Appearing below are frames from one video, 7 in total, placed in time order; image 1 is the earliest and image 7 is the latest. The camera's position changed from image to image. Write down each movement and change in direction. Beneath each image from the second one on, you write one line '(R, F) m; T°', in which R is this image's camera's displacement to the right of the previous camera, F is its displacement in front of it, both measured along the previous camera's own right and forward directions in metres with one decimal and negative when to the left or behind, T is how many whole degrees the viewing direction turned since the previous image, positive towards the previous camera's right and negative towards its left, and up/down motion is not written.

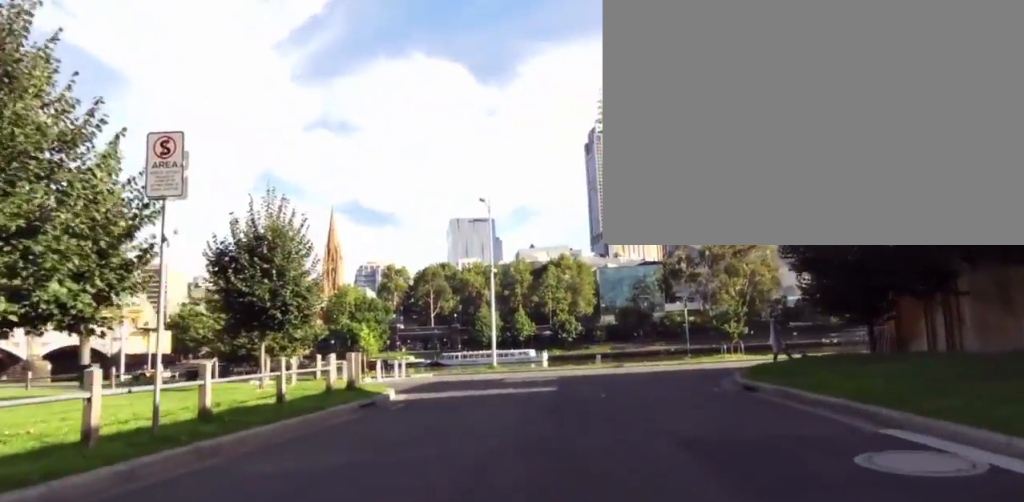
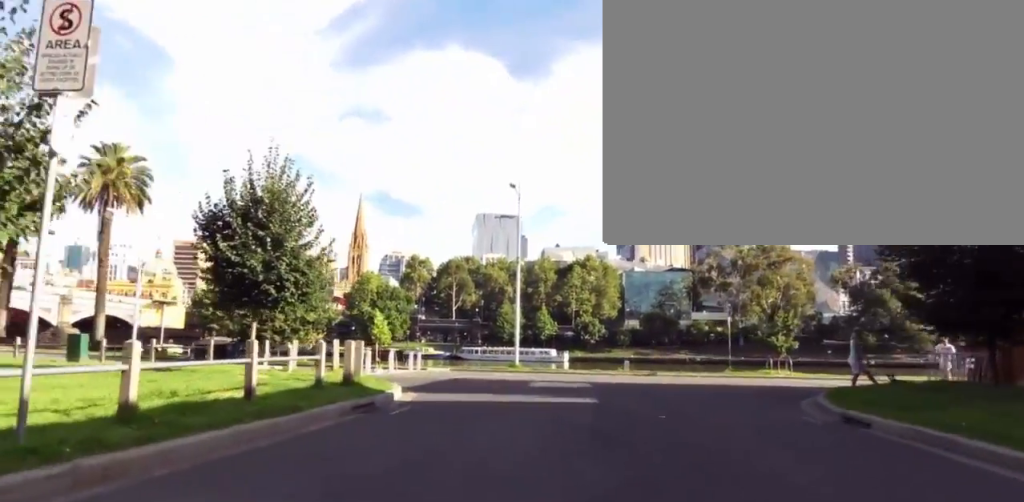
(0.0, +2.8) m; +4°
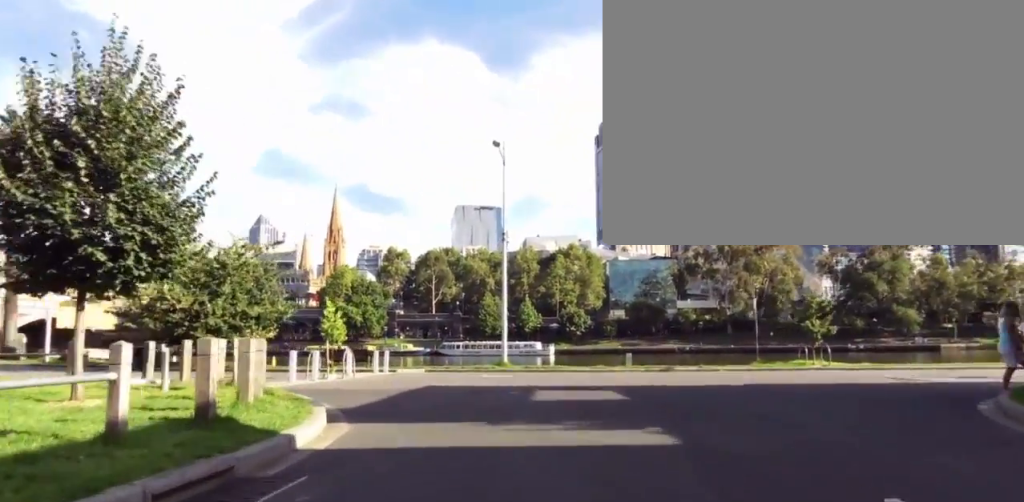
(+0.2, +5.6) m; +2°
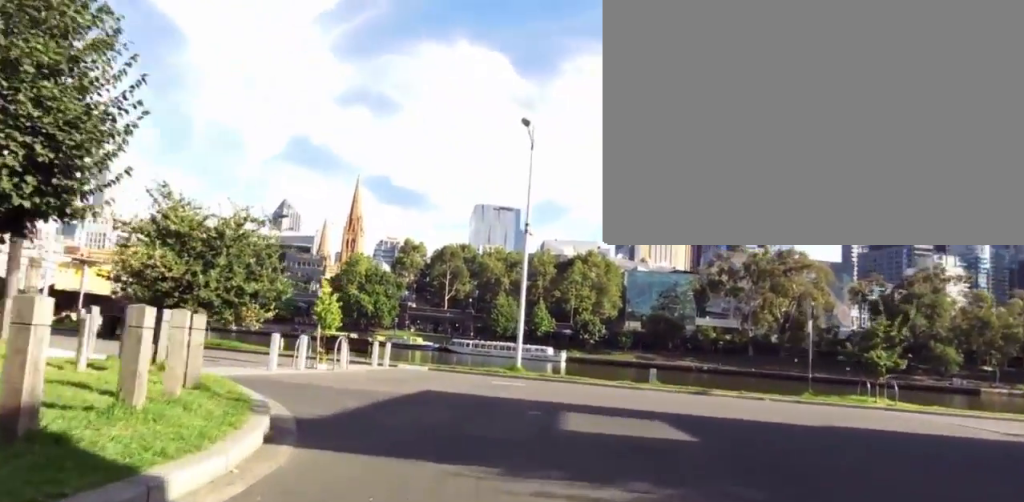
(+0.8, +2.7) m; -8°
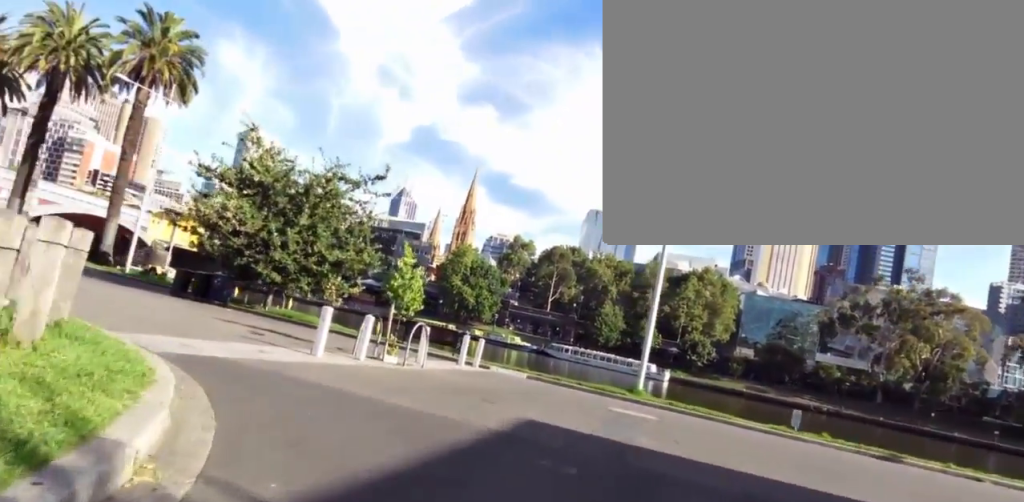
(-1.1, +3.9) m; -19°
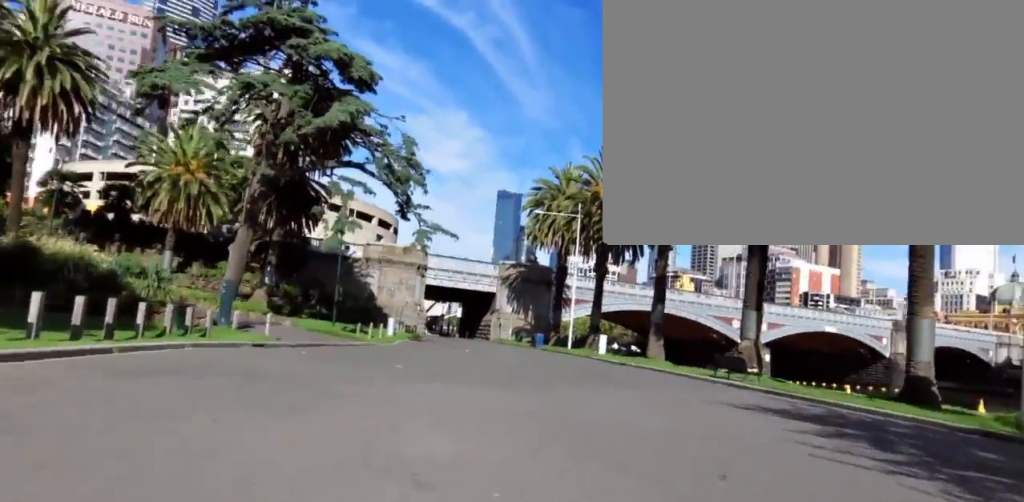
(-8.3, +18.4) m; -32°
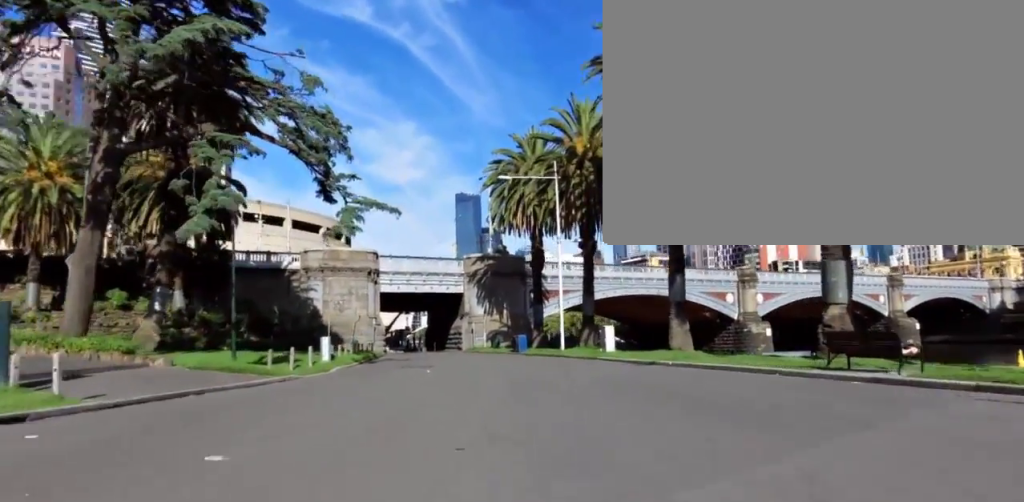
(+1.0, +8.6) m; -5°
